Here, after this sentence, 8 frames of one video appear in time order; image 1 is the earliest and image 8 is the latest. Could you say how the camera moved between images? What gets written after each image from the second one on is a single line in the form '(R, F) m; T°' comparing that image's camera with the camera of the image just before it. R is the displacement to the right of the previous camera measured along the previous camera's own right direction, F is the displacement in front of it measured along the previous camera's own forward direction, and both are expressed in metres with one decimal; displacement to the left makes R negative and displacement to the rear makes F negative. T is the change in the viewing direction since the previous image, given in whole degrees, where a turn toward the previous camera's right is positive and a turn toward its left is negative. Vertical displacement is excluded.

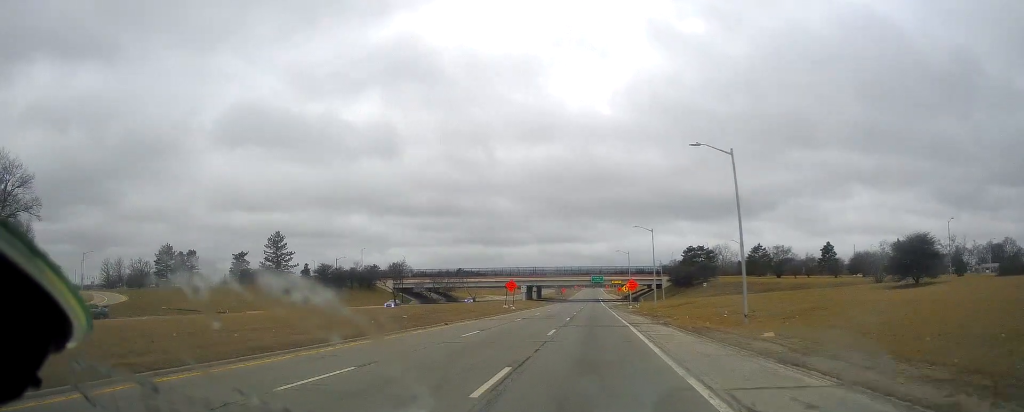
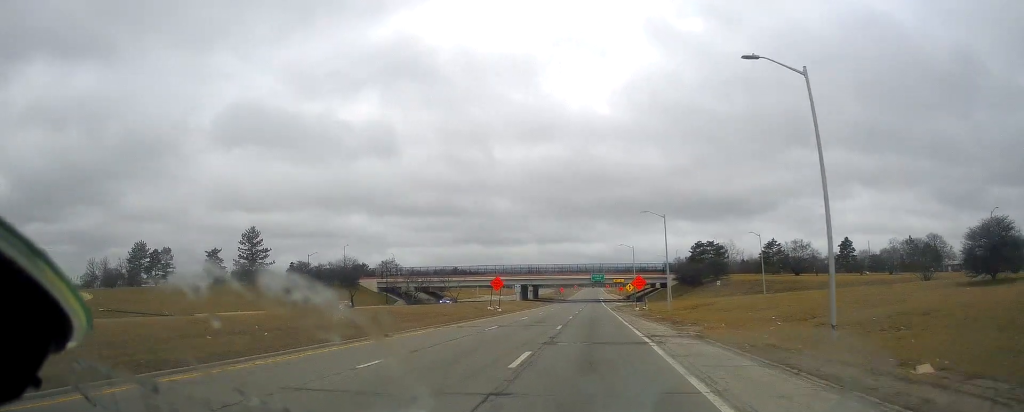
(0.0, +11.5) m; 0°
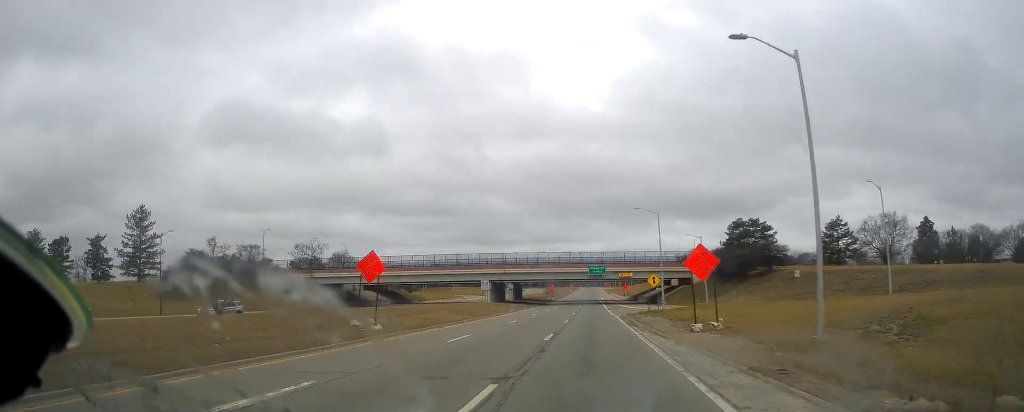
(-0.8, +37.5) m; -2°
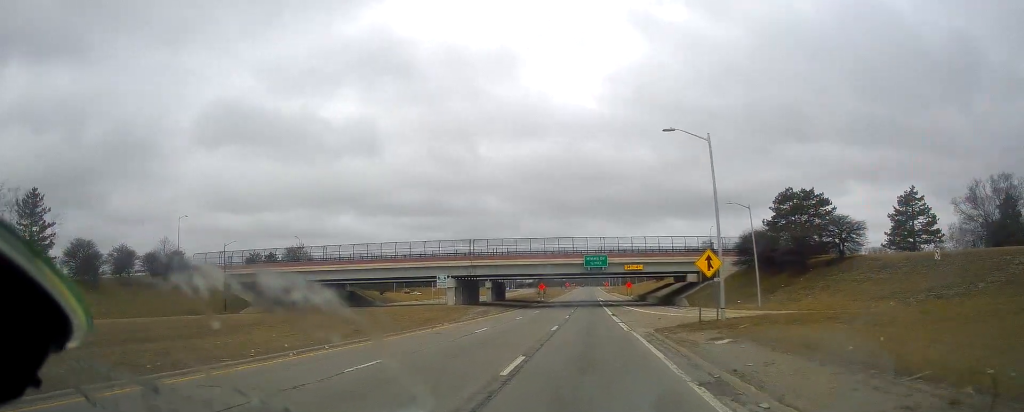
(0.0, +25.4) m; +1°
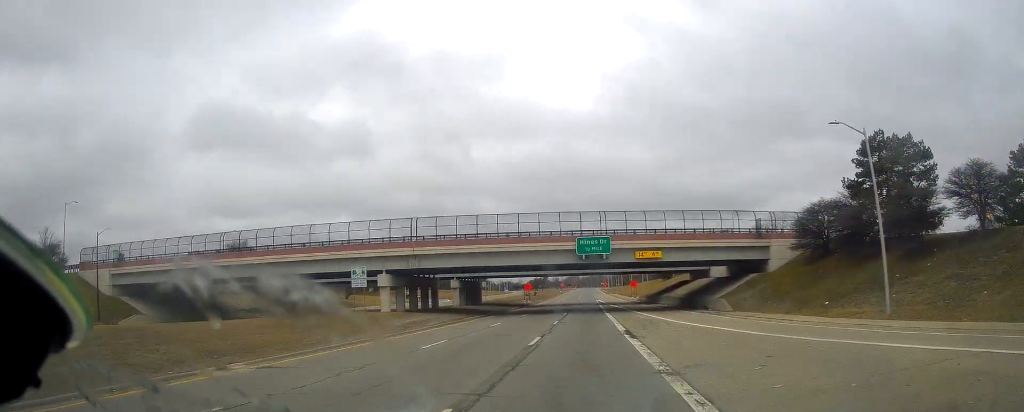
(+0.5, +23.9) m; 0°
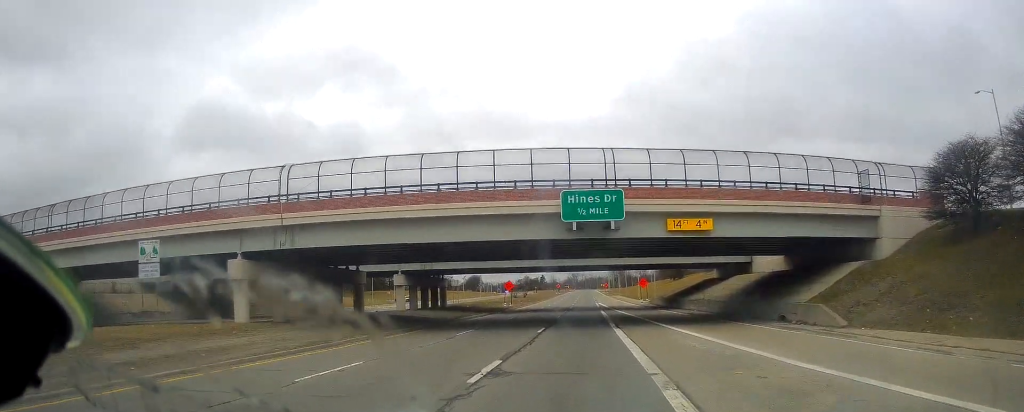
(-0.5, +23.3) m; 0°
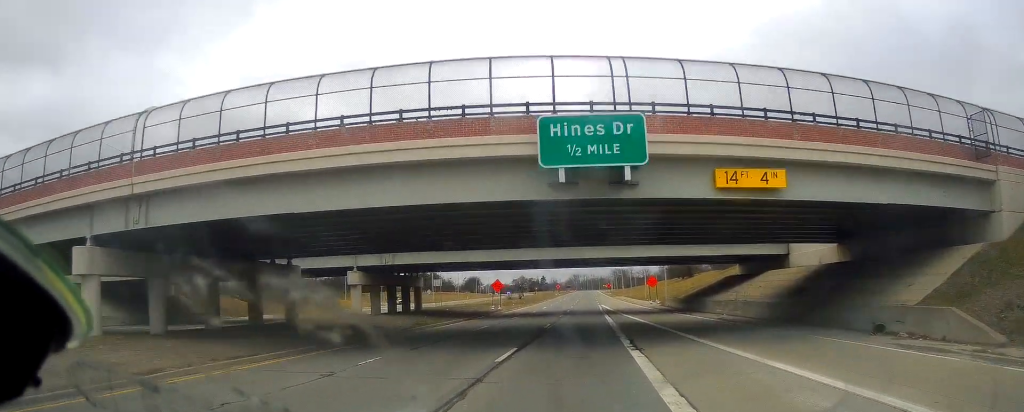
(+0.3, +11.9) m; +1°
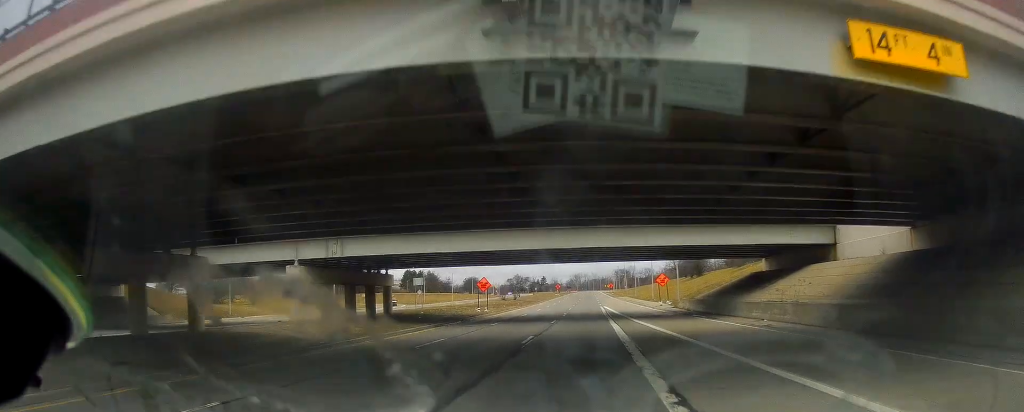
(+0.1, +10.3) m; +1°
